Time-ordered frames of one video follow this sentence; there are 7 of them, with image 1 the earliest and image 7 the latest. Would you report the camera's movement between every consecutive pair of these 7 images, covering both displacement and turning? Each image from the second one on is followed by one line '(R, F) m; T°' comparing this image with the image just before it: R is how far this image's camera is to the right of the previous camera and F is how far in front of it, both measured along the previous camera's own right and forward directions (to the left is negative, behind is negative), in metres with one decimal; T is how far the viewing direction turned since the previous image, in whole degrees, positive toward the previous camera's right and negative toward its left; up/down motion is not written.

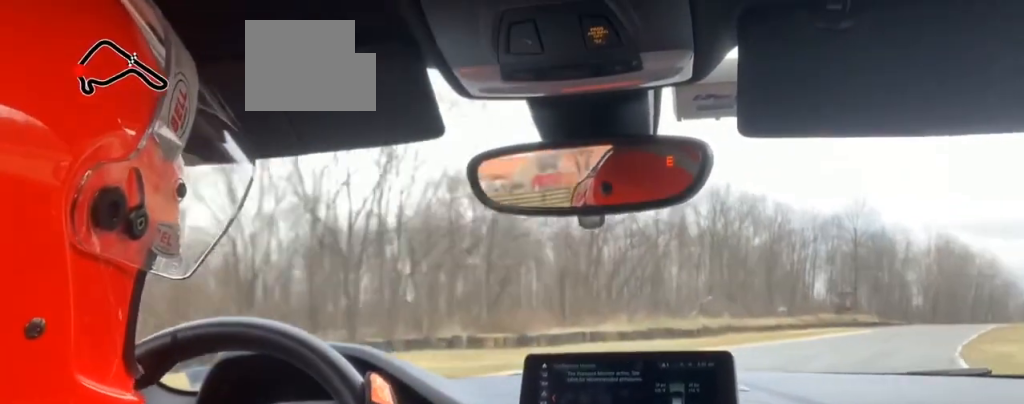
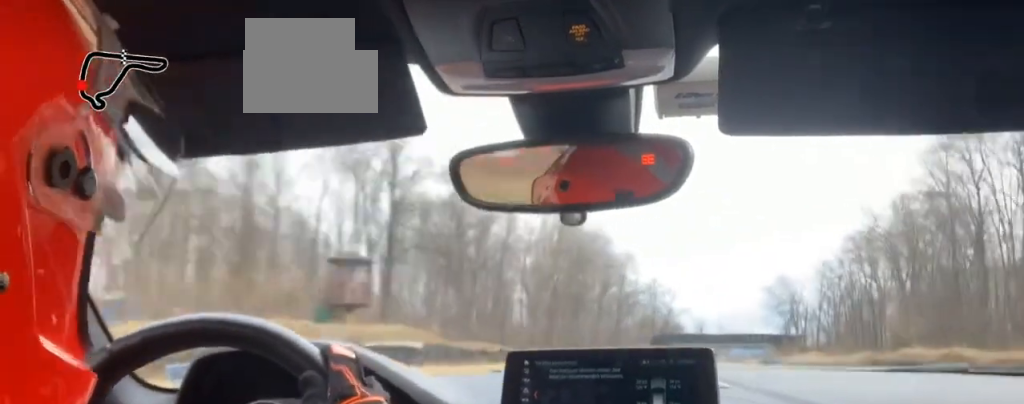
(+24.0, +94.4) m; +20°
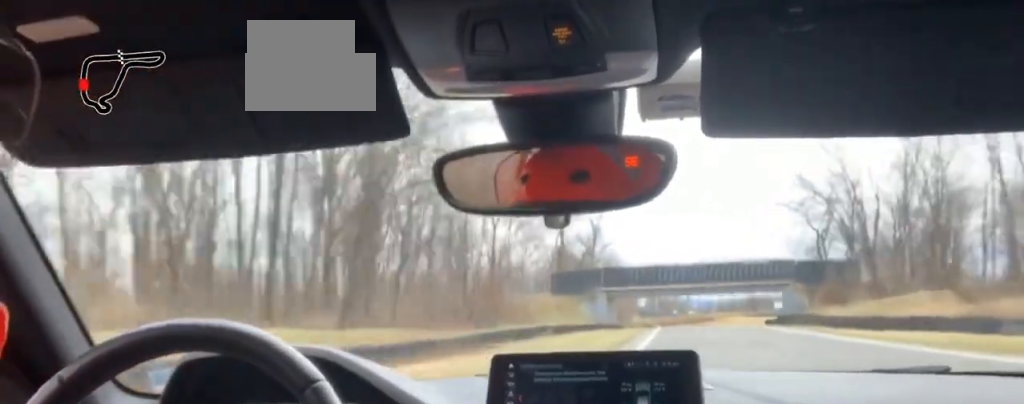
(+17.0, +104.4) m; +11°
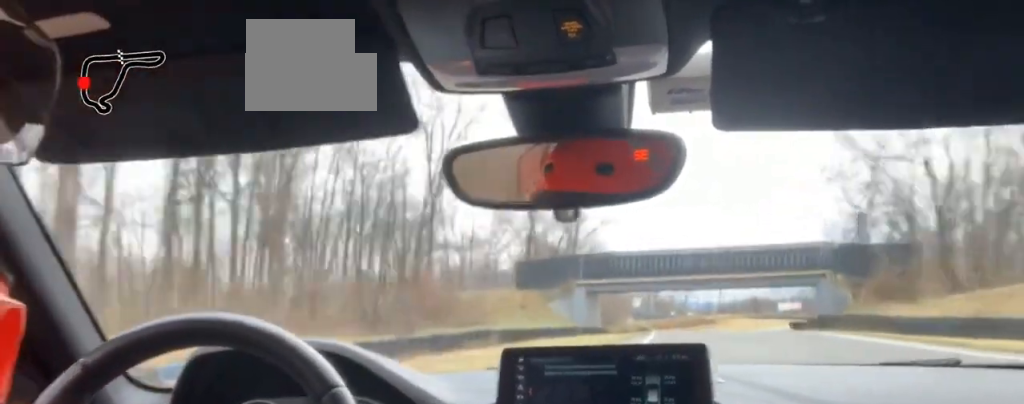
(-0.5, +24.5) m; -1°
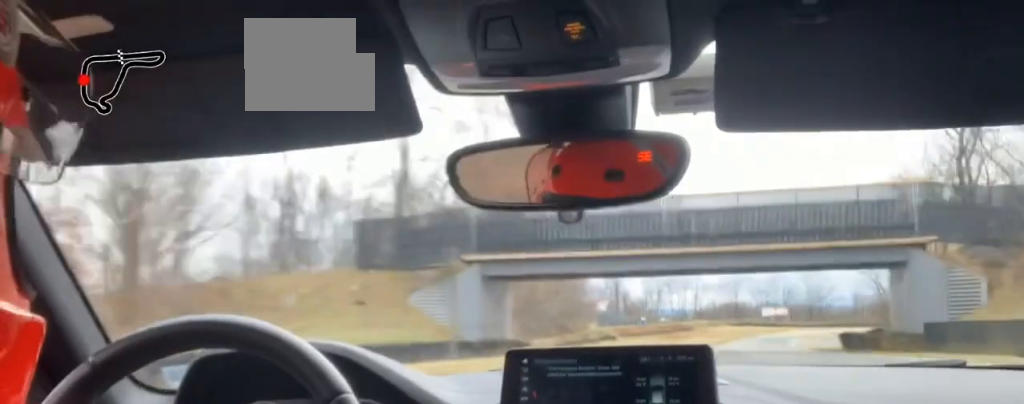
(-0.7, +36.7) m; -1°
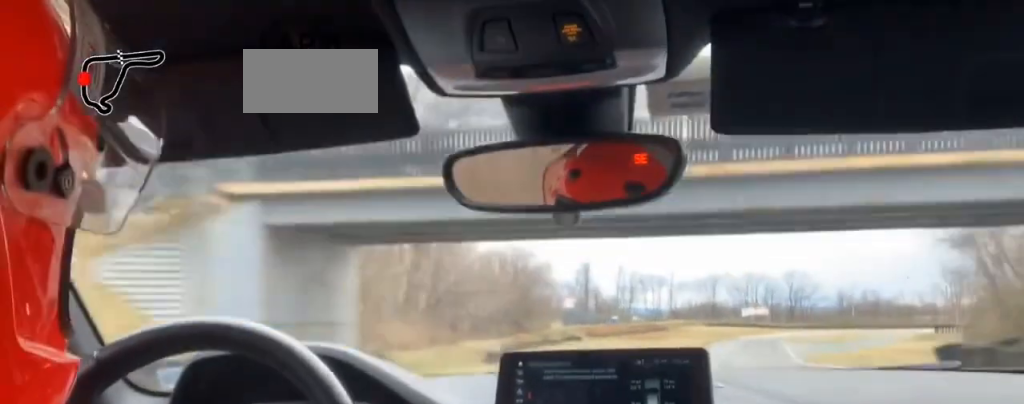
(-0.1, +22.1) m; +1°
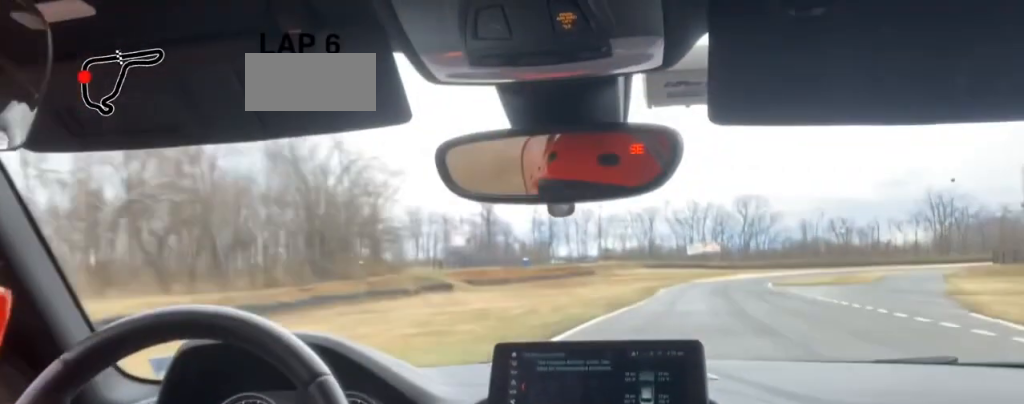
(+1.3, +52.9) m; +3°
